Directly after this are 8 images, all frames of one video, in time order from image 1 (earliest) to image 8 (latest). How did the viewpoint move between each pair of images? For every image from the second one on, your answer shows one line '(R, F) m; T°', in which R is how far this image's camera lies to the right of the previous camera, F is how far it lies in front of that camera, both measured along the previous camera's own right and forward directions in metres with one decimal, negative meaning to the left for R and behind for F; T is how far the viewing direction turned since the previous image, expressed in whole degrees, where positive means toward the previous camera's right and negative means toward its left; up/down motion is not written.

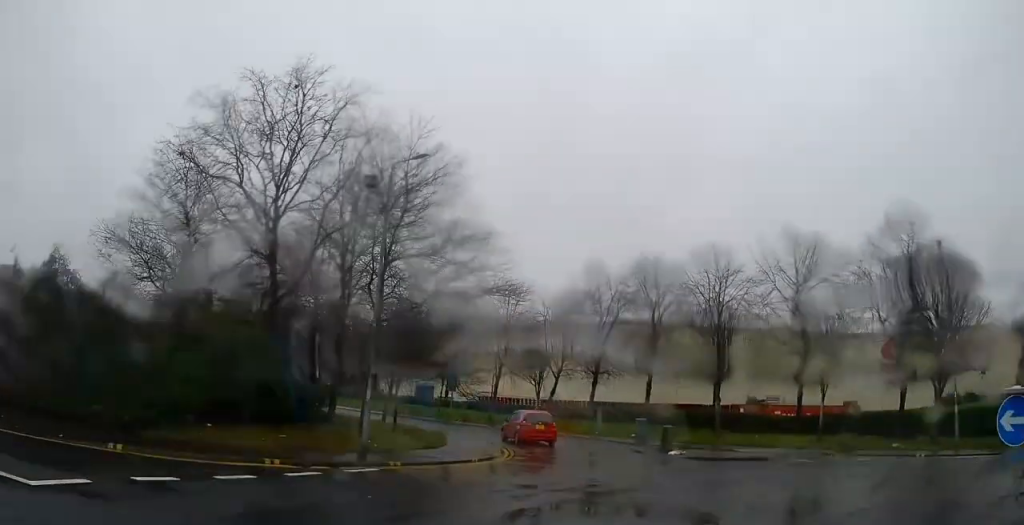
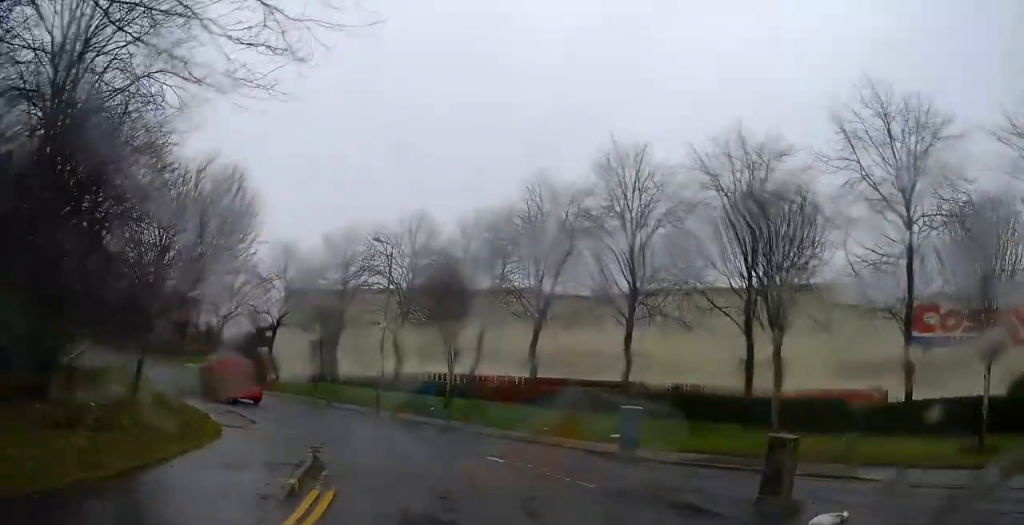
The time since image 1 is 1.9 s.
(+0.6, +16.0) m; +1°
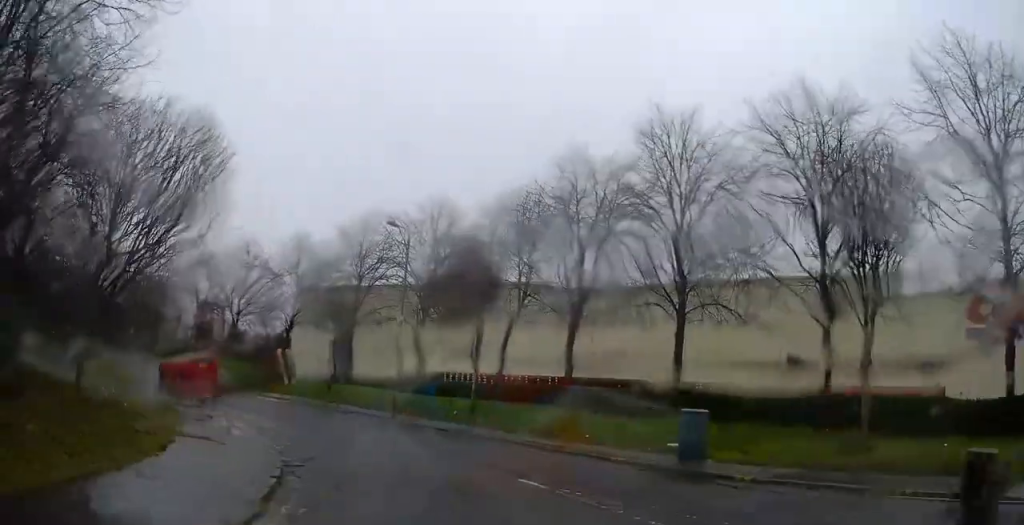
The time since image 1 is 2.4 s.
(+0.2, +3.4) m; -1°
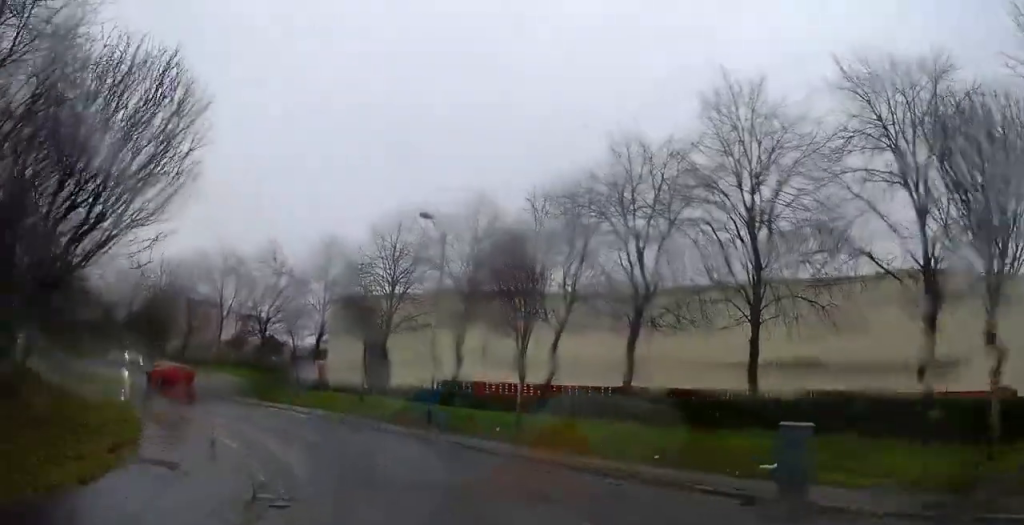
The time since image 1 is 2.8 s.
(-0.2, +3.1) m; -3°
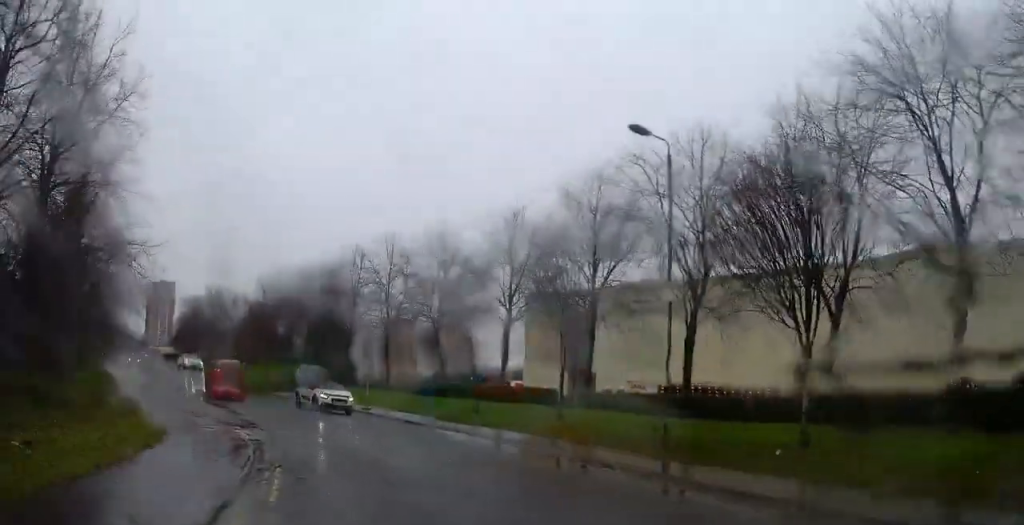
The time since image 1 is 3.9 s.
(-0.6, +8.3) m; -10°
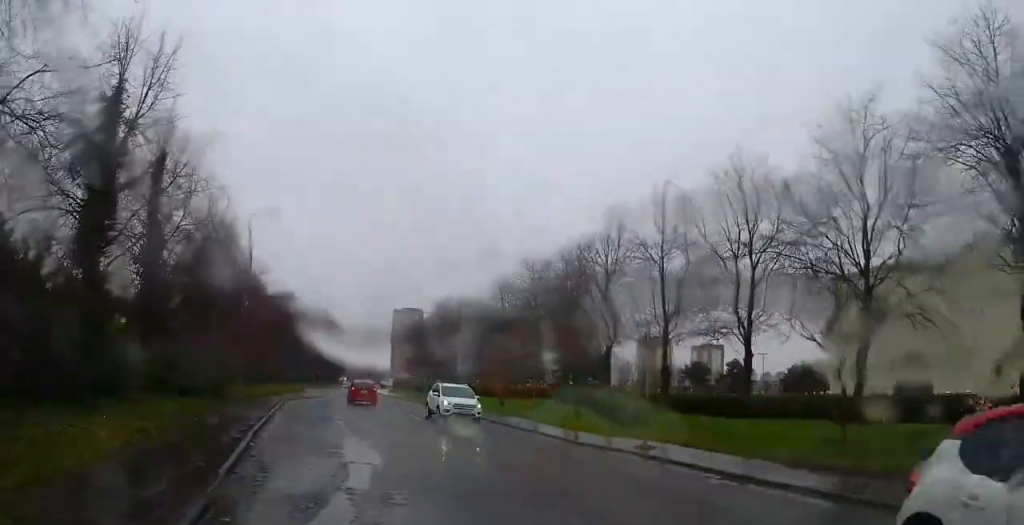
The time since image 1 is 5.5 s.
(-2.0, +11.6) m; -23°
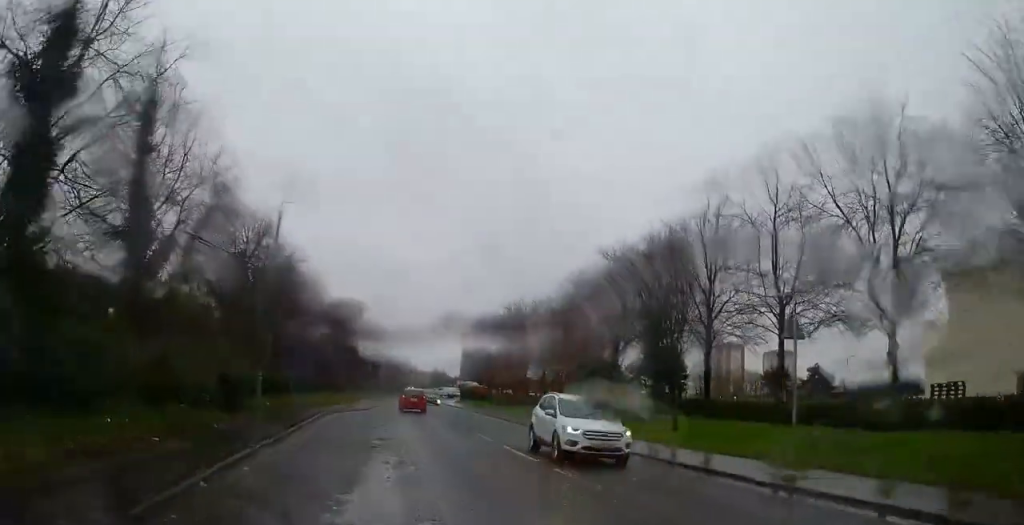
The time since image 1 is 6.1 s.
(-0.6, +4.7) m; -8°
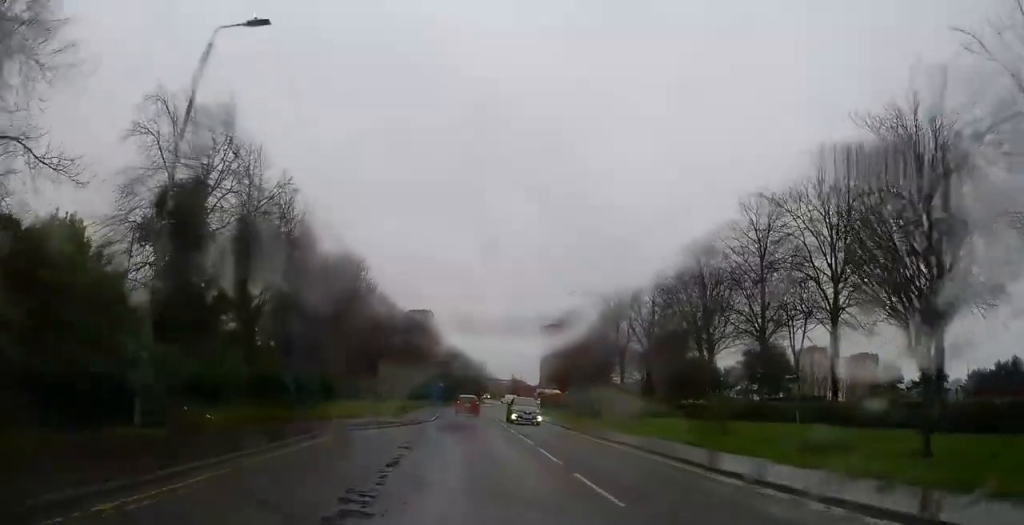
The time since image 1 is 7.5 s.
(-1.2, +11.1) m; -10°
